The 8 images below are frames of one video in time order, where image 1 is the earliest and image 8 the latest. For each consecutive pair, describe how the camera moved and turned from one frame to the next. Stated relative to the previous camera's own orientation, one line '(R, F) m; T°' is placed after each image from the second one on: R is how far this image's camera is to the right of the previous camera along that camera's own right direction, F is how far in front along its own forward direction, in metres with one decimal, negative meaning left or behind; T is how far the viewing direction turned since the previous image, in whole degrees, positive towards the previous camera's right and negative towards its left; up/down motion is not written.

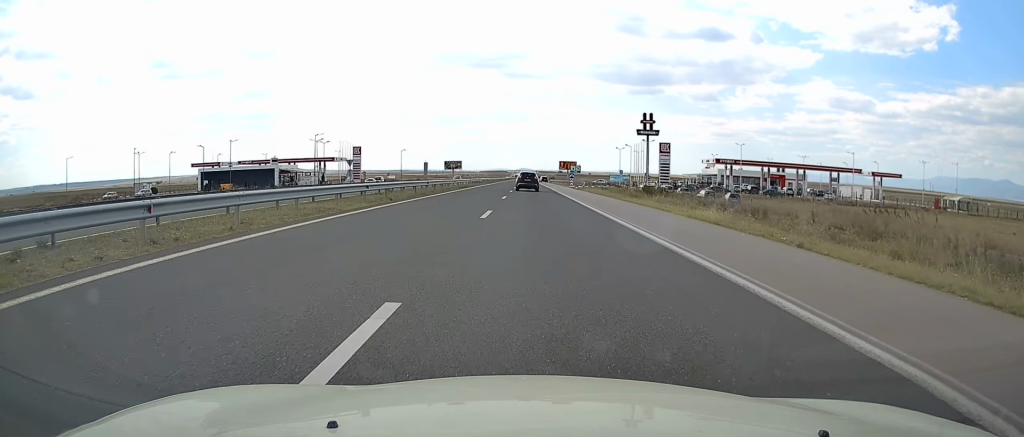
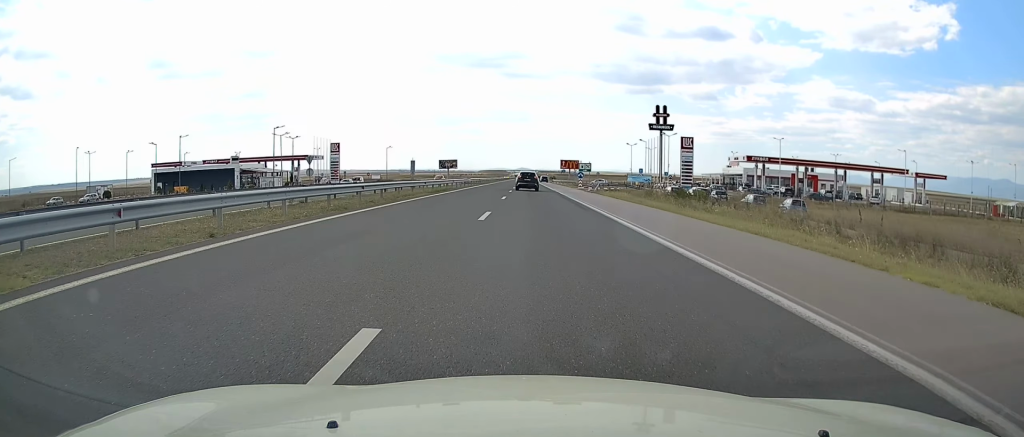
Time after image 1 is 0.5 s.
(+0.1, +17.0) m; 0°
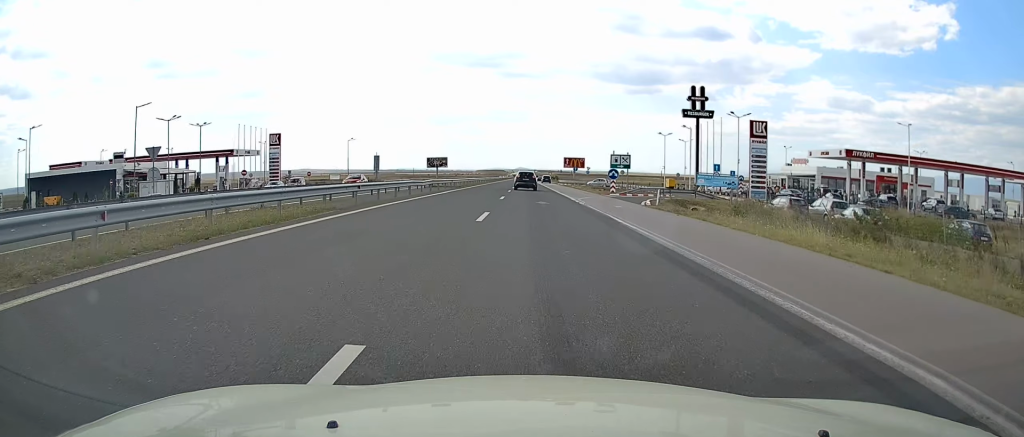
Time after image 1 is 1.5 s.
(0.0, +32.5) m; 0°
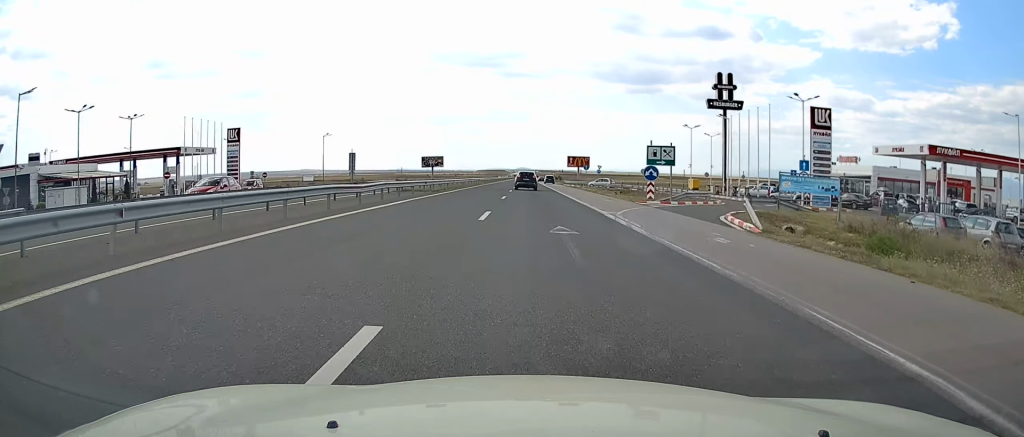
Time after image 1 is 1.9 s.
(0.0, +15.5) m; 0°
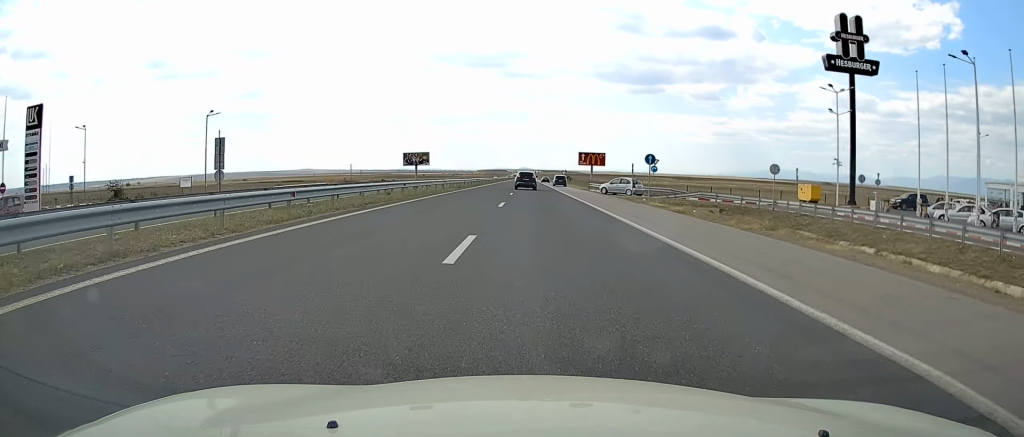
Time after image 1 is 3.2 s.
(0.0, +40.6) m; 0°
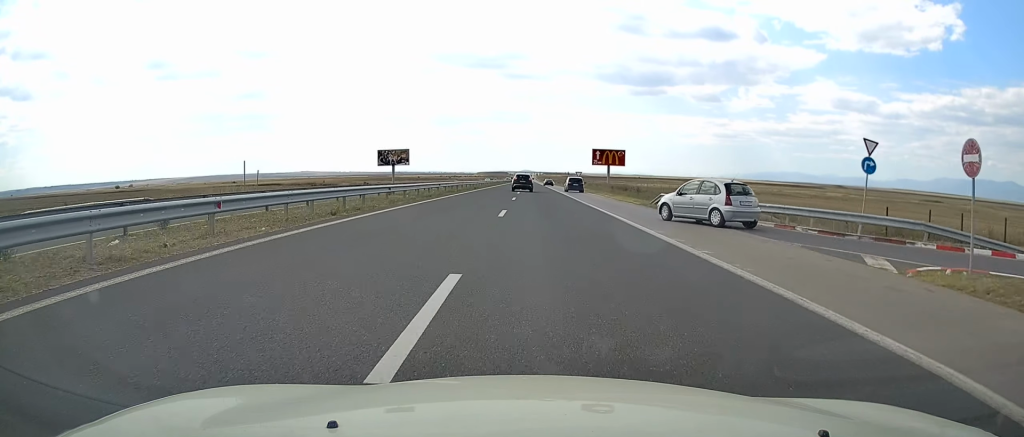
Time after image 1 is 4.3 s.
(0.0, +36.8) m; 0°
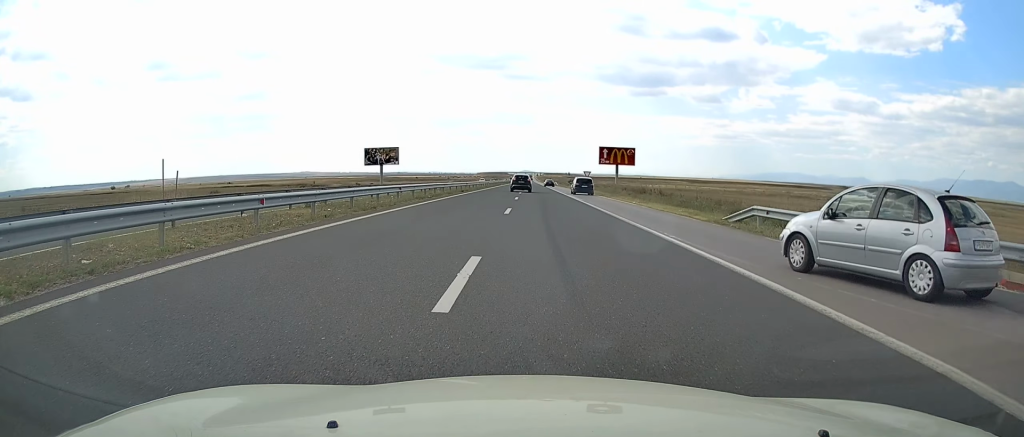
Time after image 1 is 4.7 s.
(0.0, +14.0) m; 0°
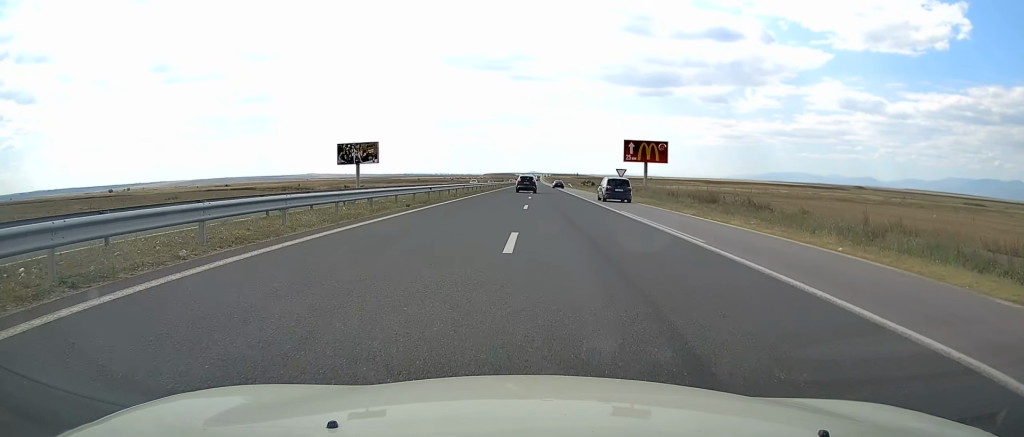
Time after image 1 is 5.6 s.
(0.0, +27.0) m; 0°
